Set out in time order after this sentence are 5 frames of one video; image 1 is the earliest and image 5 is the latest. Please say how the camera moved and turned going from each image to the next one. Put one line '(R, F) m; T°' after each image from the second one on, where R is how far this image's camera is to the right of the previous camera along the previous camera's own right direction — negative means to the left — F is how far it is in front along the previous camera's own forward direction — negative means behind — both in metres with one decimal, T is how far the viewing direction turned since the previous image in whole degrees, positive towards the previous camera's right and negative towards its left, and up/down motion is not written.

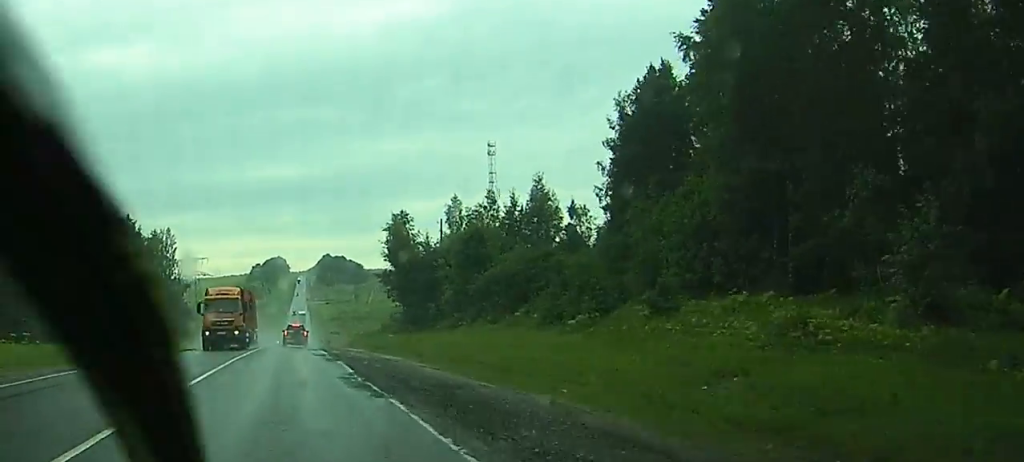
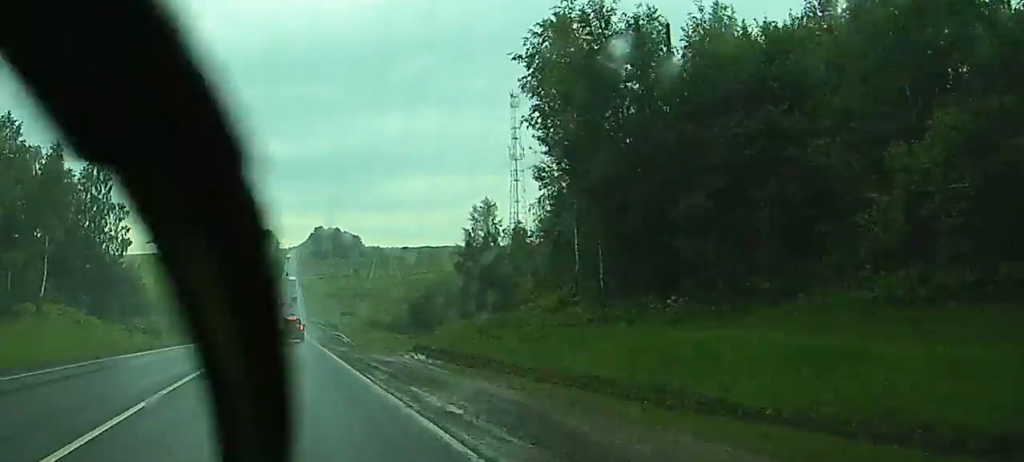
(+0.7, +57.1) m; +2°
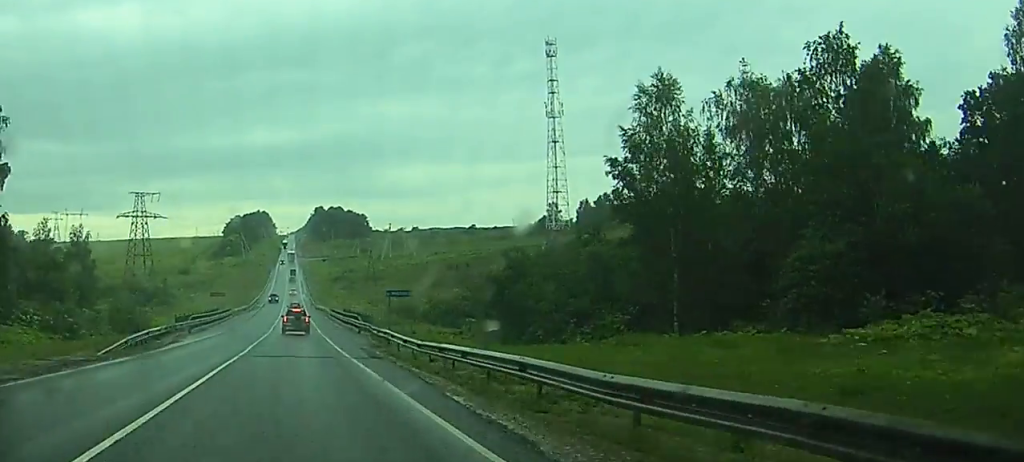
(+0.2, +53.5) m; -1°
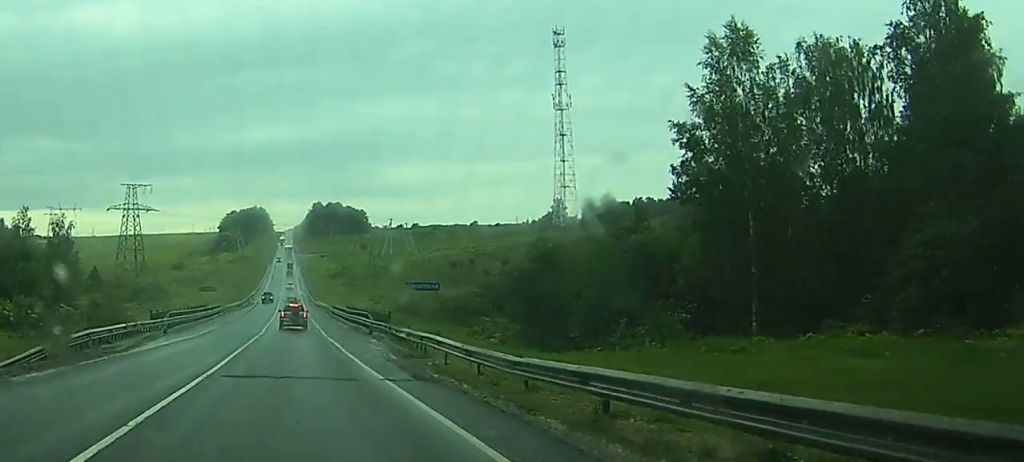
(-0.1, +10.7) m; -1°
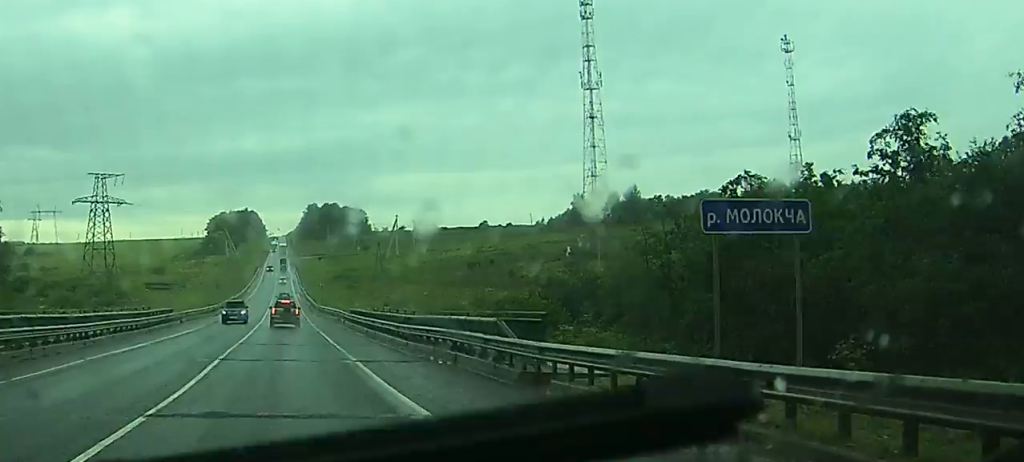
(-0.3, +35.0) m; 0°
